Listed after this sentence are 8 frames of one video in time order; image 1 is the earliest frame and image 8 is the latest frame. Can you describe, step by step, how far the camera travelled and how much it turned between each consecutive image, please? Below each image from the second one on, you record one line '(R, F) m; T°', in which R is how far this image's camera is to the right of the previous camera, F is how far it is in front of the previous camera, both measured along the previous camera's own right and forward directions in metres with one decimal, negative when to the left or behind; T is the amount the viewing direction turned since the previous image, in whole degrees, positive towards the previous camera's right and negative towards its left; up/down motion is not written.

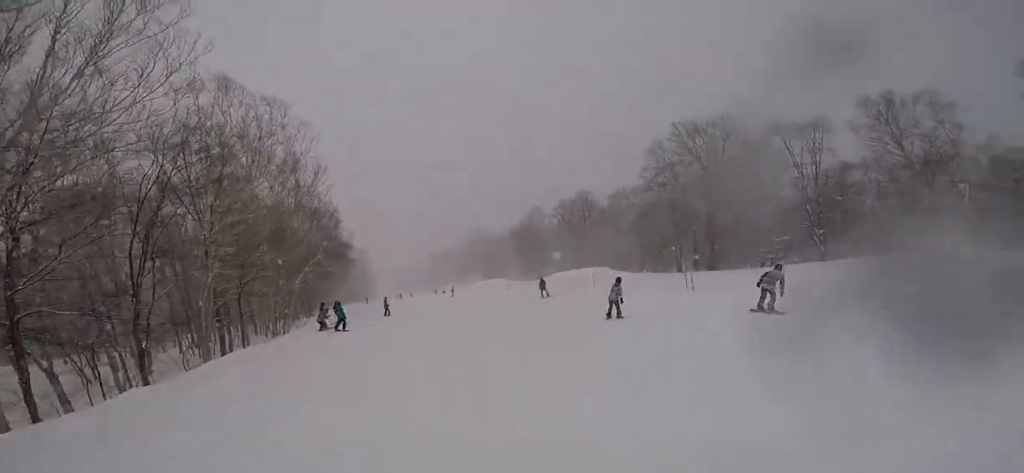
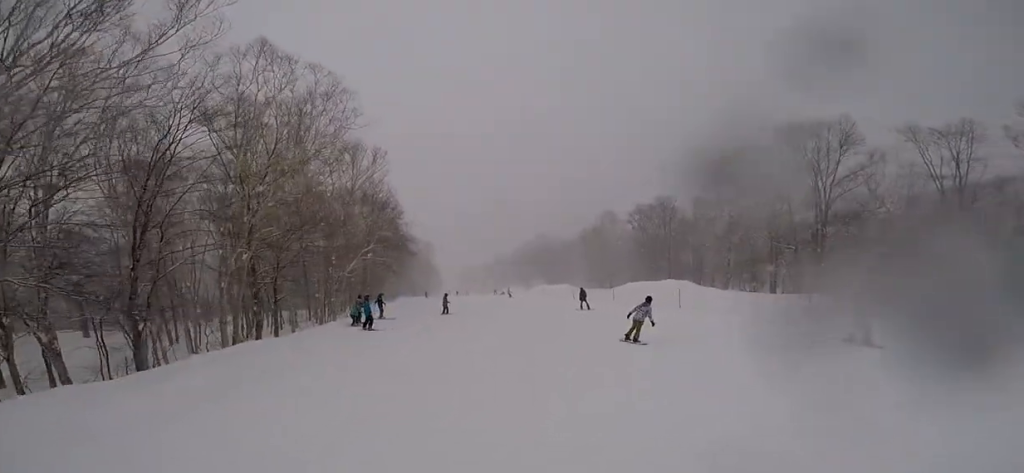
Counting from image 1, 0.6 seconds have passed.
(-0.2, +3.6) m; +6°
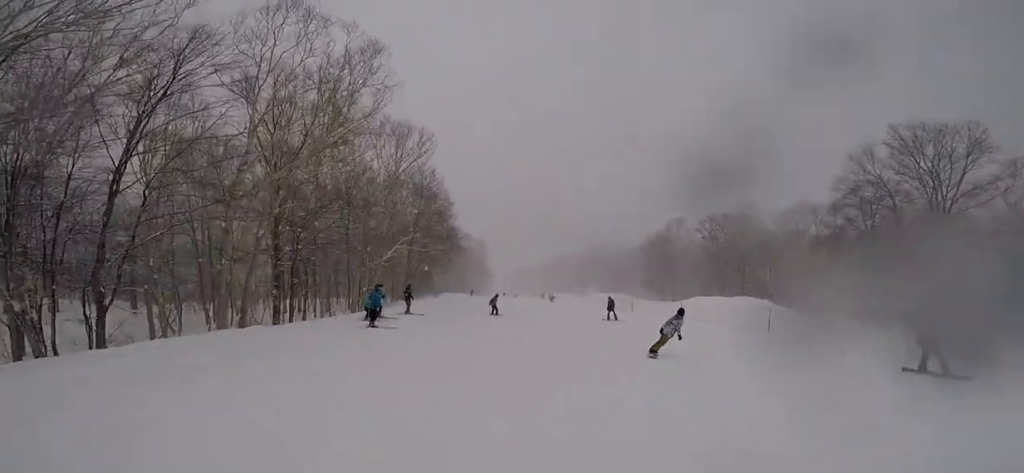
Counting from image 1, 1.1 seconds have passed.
(+0.5, +3.2) m; +1°
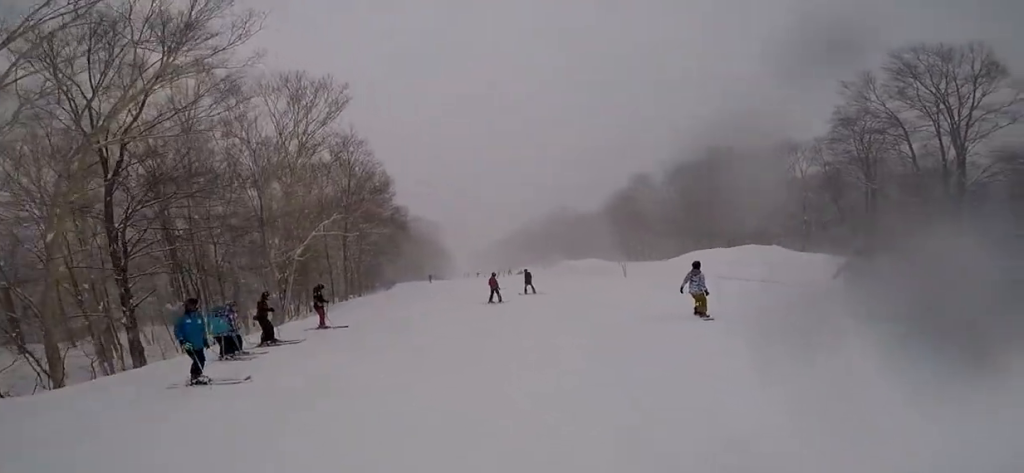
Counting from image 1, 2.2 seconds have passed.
(0.0, +6.6) m; -2°
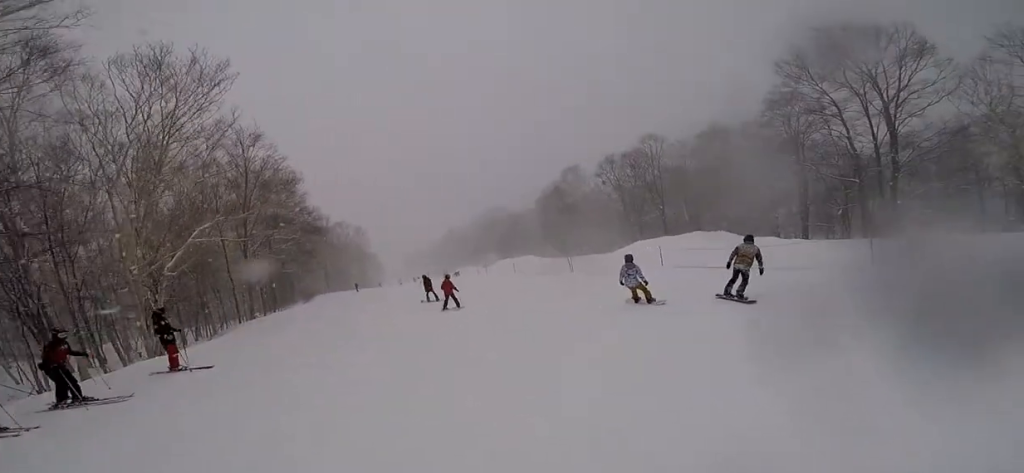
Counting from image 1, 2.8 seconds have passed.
(-0.2, +3.2) m; -2°
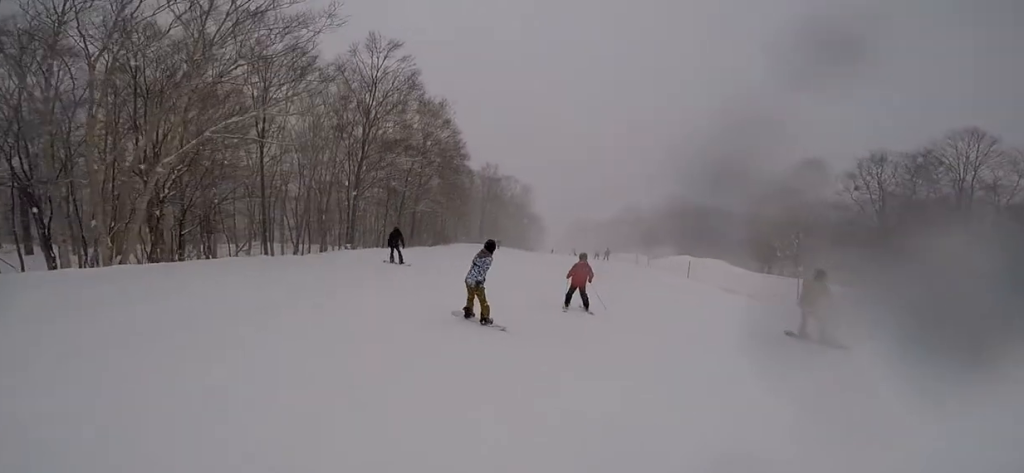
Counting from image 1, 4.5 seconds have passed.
(0.0, +8.5) m; -12°
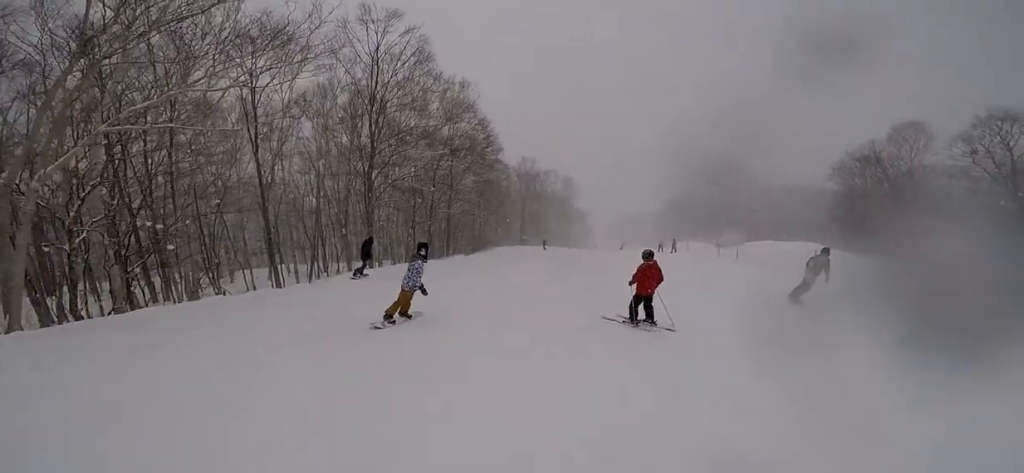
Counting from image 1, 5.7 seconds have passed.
(-1.0, +5.8) m; -21°
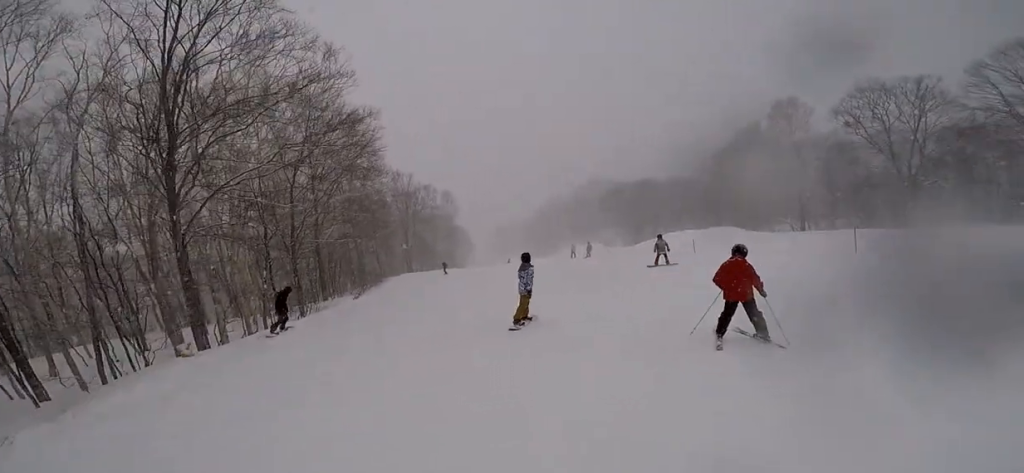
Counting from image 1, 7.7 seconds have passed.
(-0.3, +9.0) m; +8°
